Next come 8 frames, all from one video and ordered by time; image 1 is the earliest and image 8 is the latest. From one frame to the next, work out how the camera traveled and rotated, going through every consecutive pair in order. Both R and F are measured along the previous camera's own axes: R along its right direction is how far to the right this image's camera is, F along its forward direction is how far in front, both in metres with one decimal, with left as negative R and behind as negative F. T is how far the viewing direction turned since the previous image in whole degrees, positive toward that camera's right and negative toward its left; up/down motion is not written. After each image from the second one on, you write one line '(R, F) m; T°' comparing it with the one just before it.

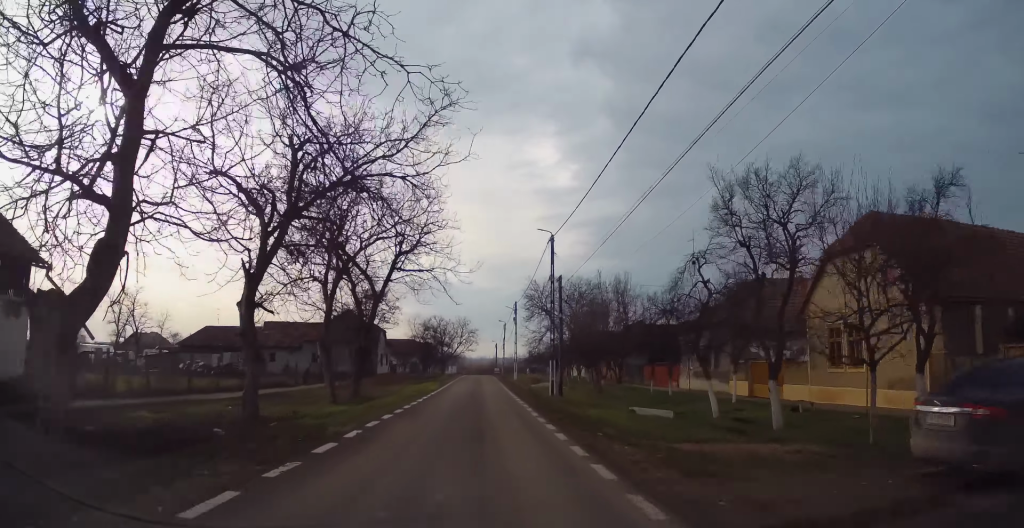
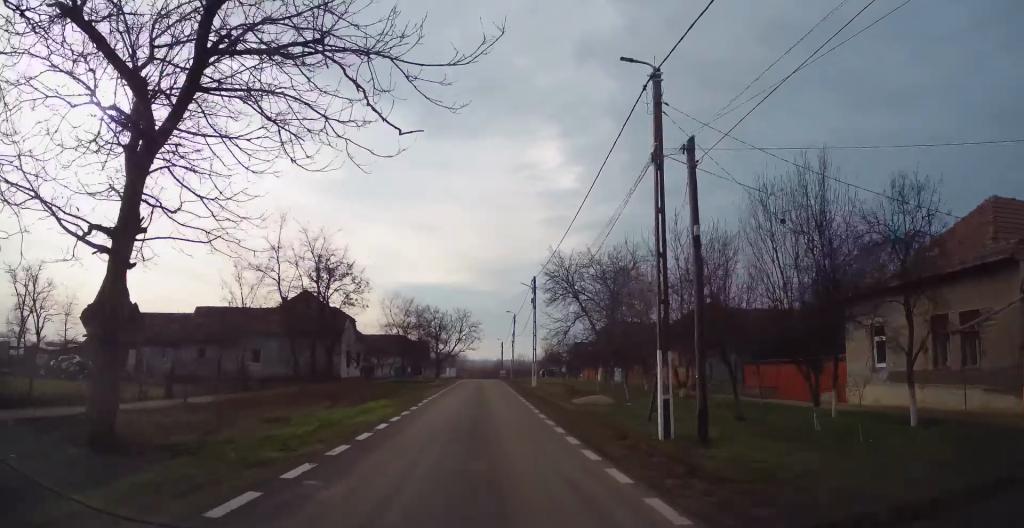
(-0.2, +19.4) m; 0°
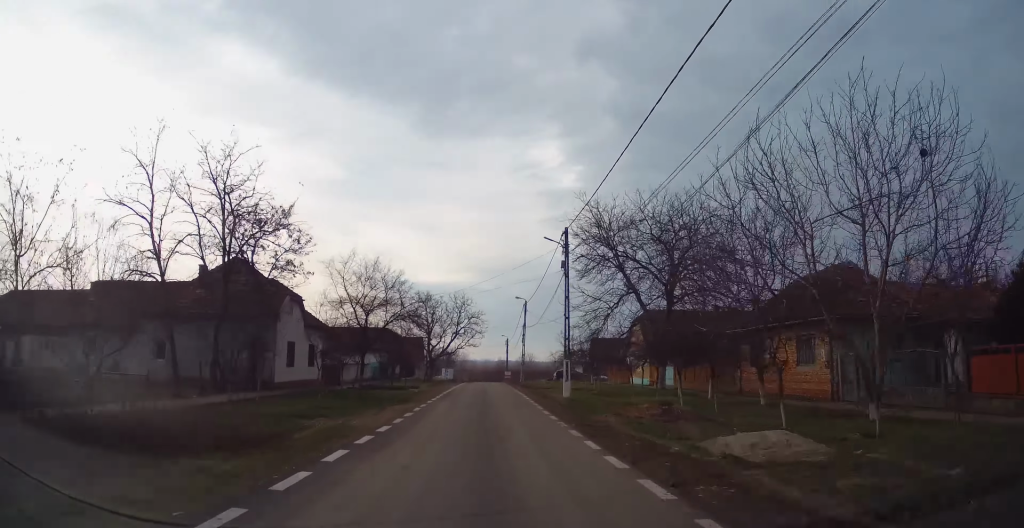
(0.0, +16.9) m; 0°
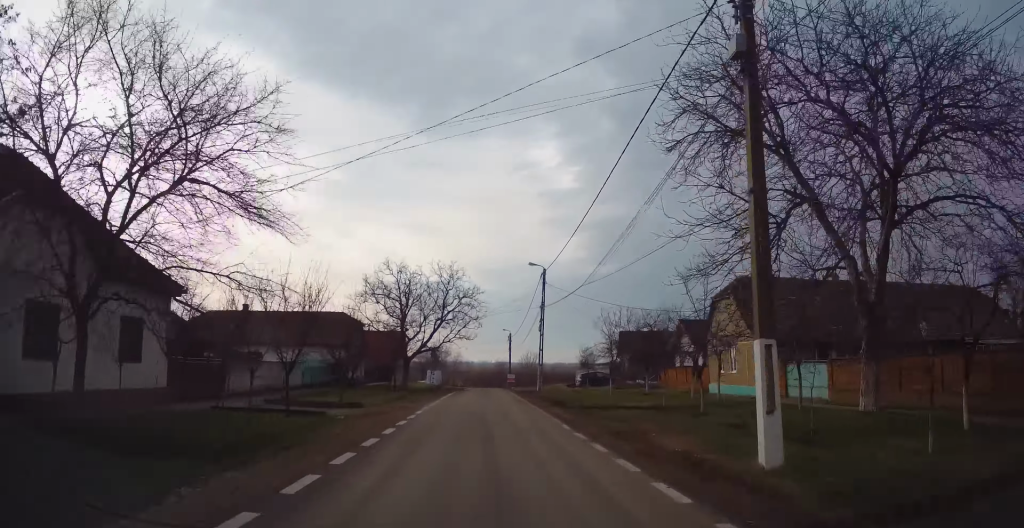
(-0.1, +22.3) m; -1°
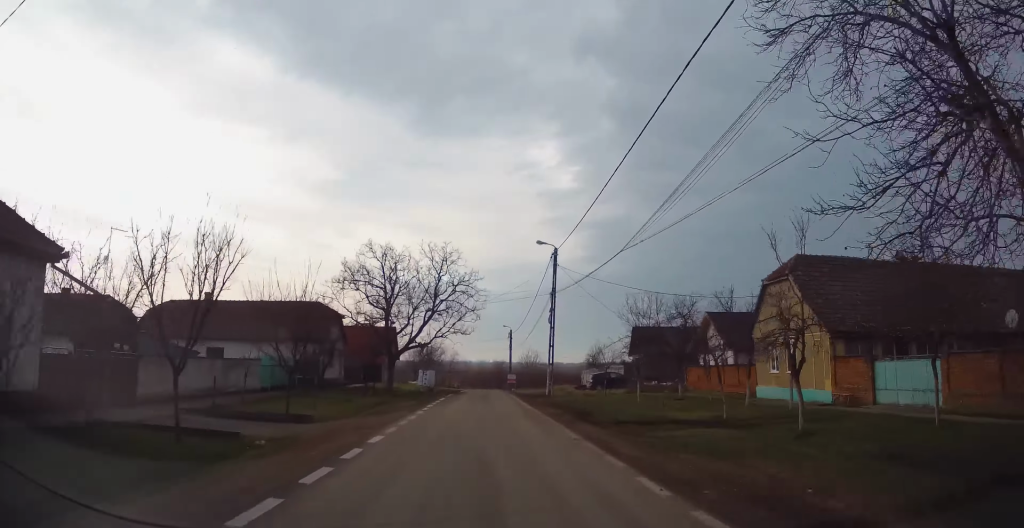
(0.0, +7.6) m; 0°
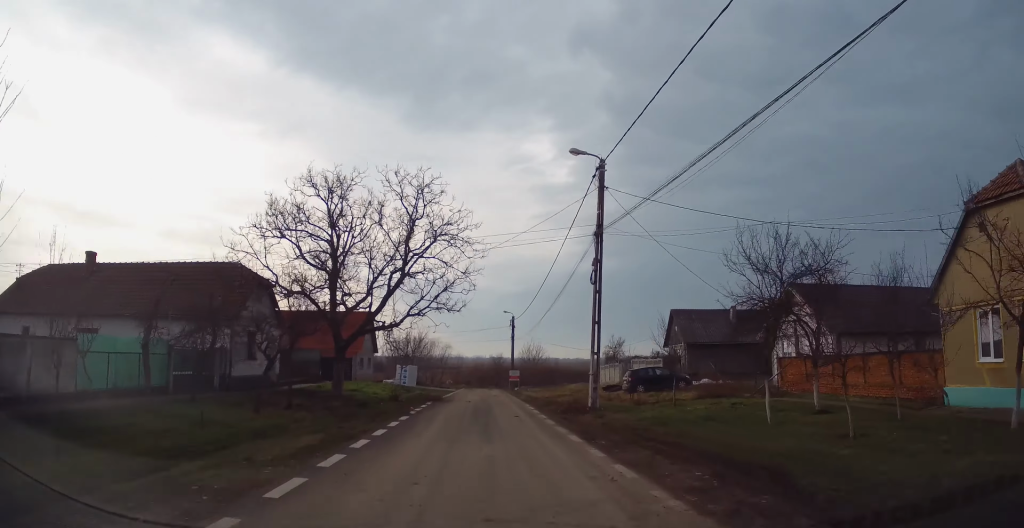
(-0.1, +16.0) m; +1°
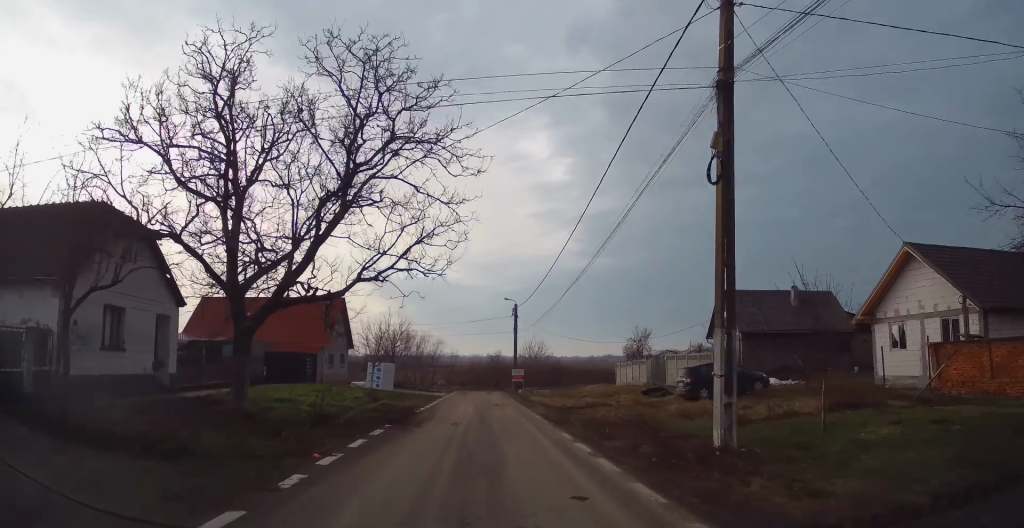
(+0.3, +12.2) m; +2°
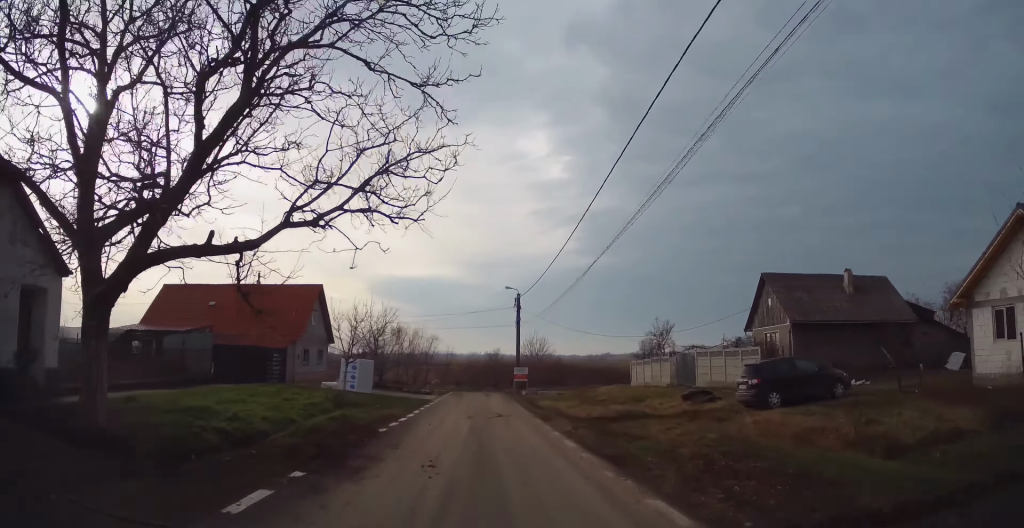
(+0.1, +7.2) m; +1°
